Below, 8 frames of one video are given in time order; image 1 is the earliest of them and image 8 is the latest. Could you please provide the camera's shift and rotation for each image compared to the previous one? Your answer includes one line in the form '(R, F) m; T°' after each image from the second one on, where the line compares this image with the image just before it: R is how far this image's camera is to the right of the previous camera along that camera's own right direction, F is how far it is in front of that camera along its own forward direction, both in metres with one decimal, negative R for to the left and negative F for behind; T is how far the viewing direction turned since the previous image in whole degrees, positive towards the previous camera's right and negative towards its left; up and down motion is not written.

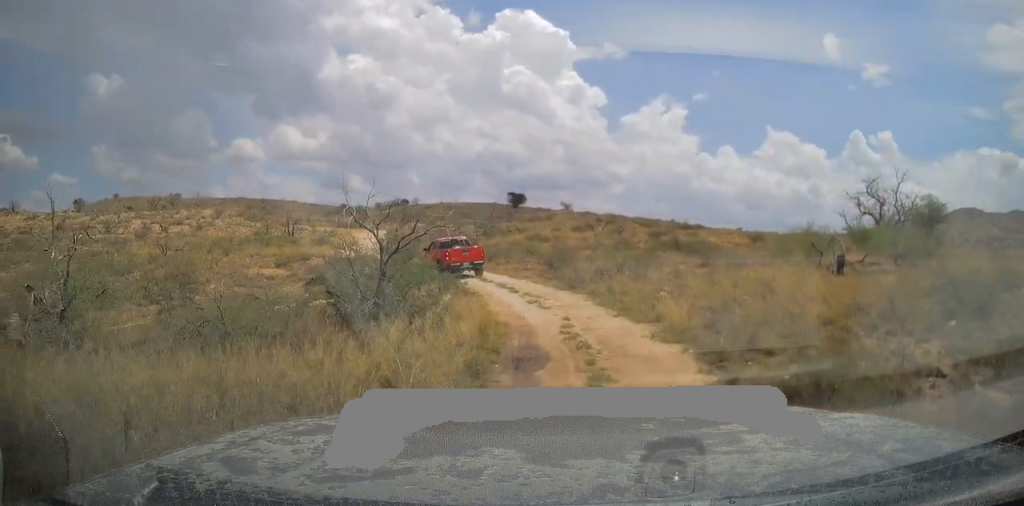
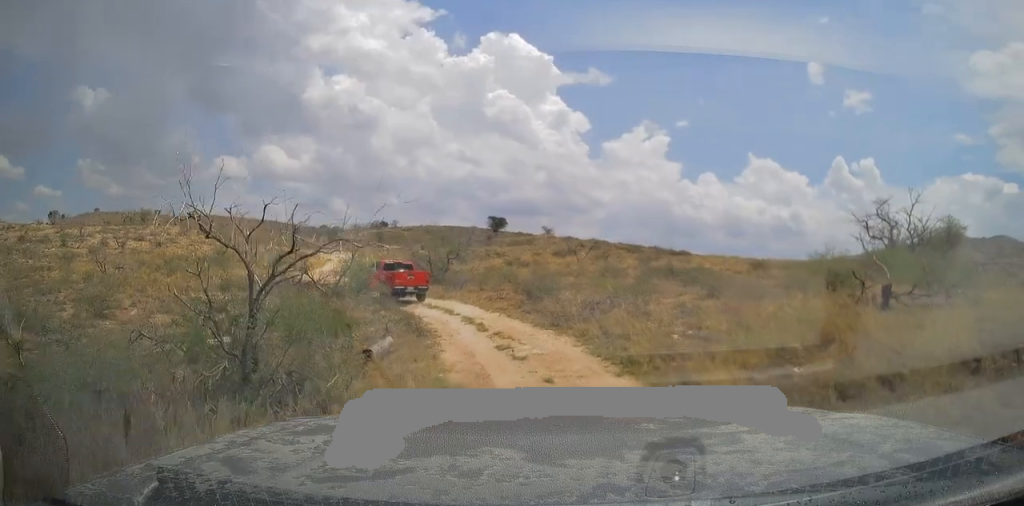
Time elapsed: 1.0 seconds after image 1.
(+0.2, +4.1) m; 0°
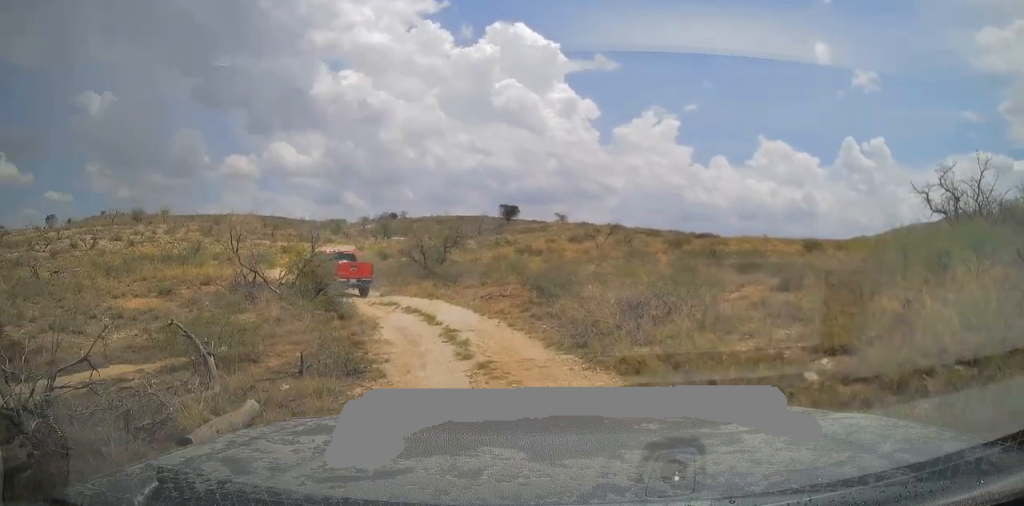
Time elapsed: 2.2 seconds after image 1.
(-0.3, +6.0) m; -3°
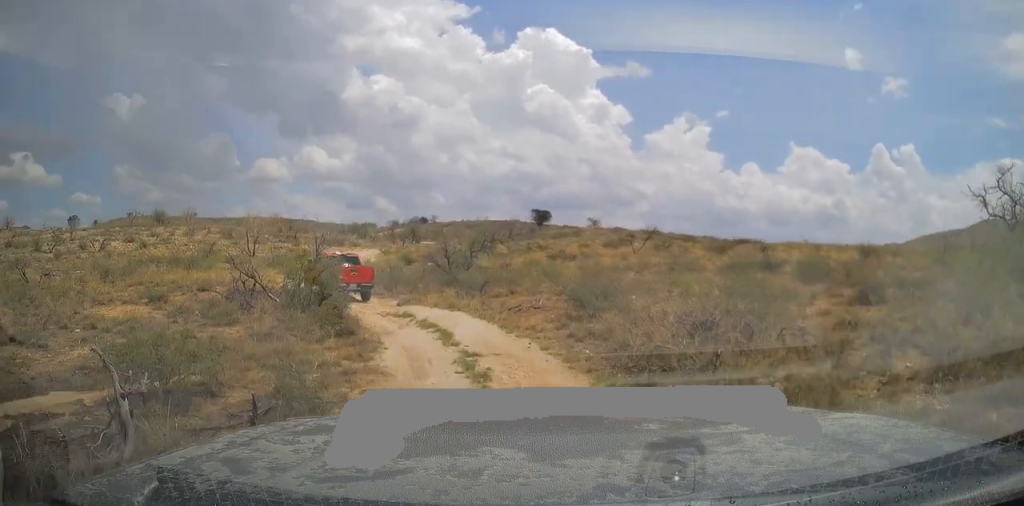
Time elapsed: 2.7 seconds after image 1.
(0.0, +2.7) m; -1°
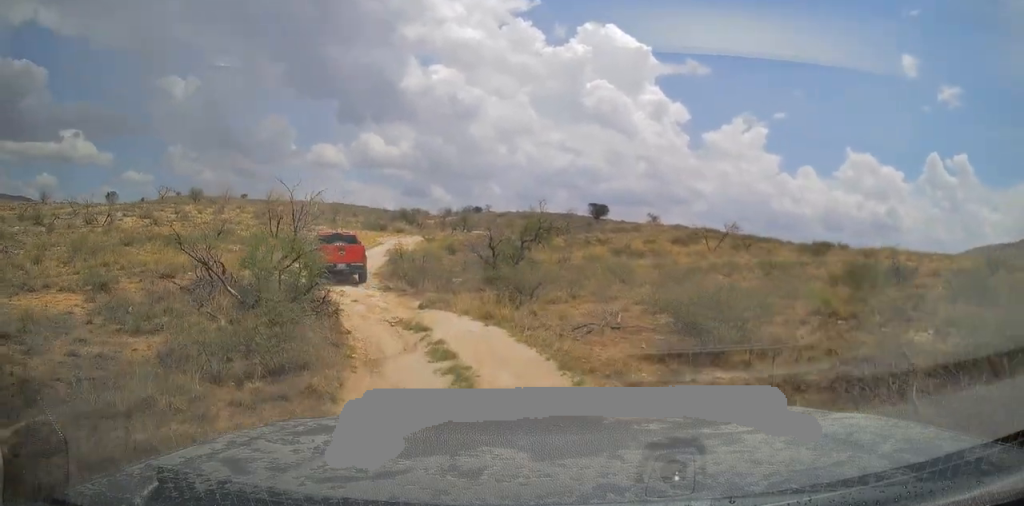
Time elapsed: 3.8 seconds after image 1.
(-0.1, +5.9) m; -3°
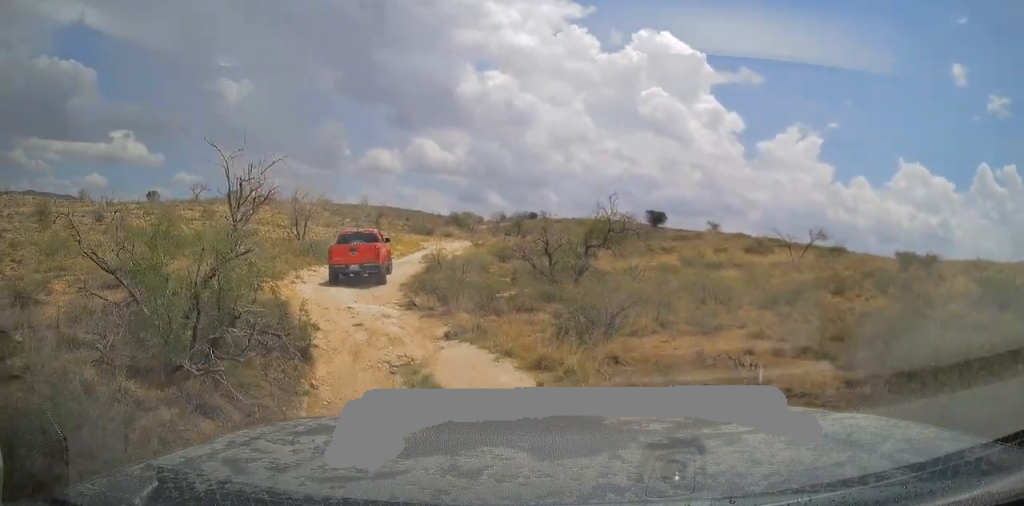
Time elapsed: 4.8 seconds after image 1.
(-0.3, +5.2) m; -10°
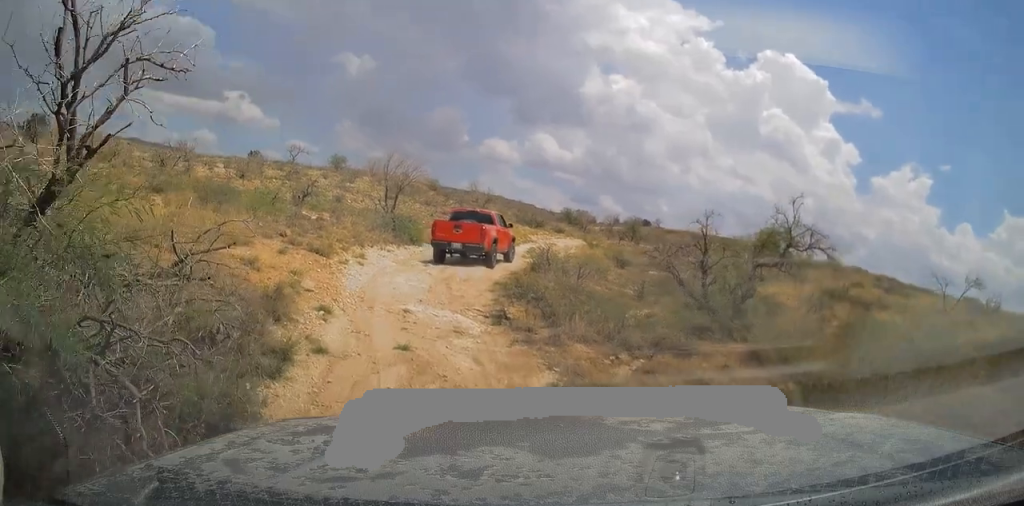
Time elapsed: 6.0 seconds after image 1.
(-0.7, +5.5) m; -9°
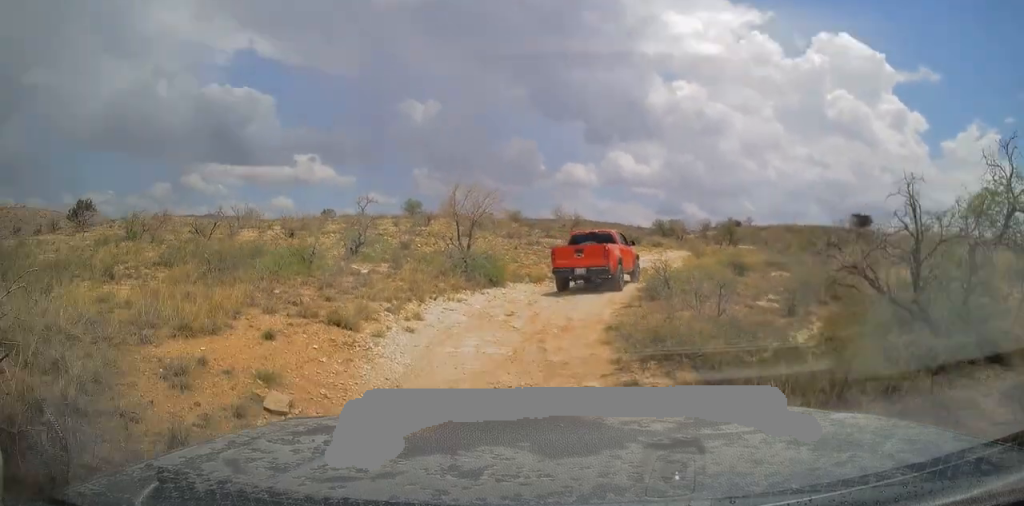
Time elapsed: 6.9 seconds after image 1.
(-0.2, +4.8) m; -6°
